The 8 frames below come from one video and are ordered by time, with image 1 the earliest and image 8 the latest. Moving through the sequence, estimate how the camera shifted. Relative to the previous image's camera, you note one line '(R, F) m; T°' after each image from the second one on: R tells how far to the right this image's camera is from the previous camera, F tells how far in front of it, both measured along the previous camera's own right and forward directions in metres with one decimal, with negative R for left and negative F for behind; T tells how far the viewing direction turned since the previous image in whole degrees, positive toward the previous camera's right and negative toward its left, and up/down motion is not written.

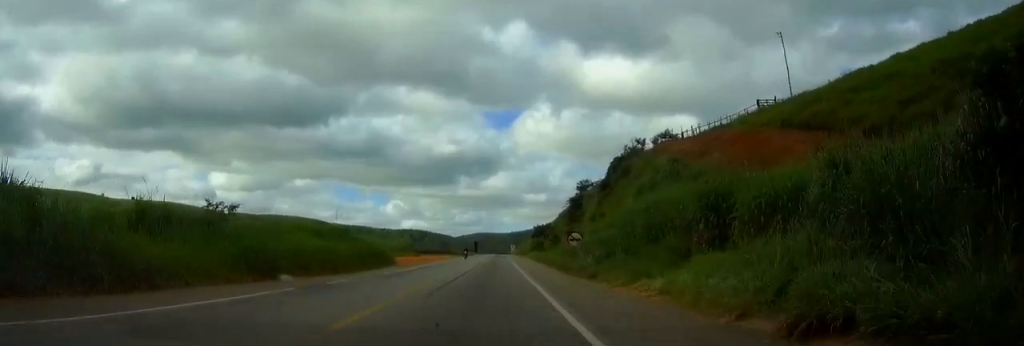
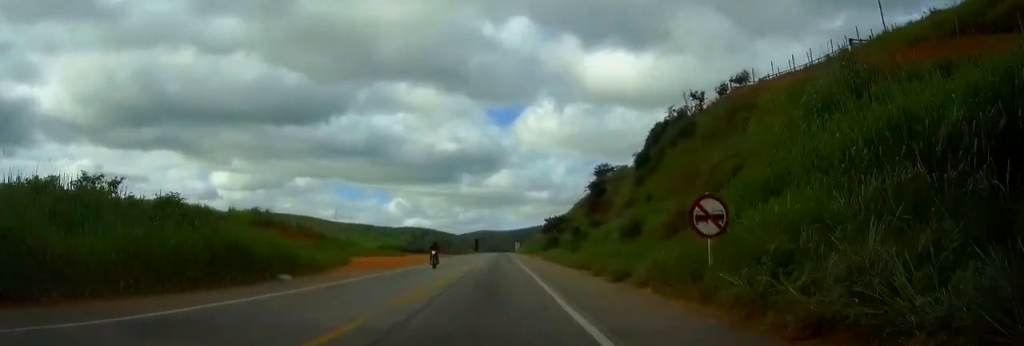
(0.0, +27.0) m; 0°
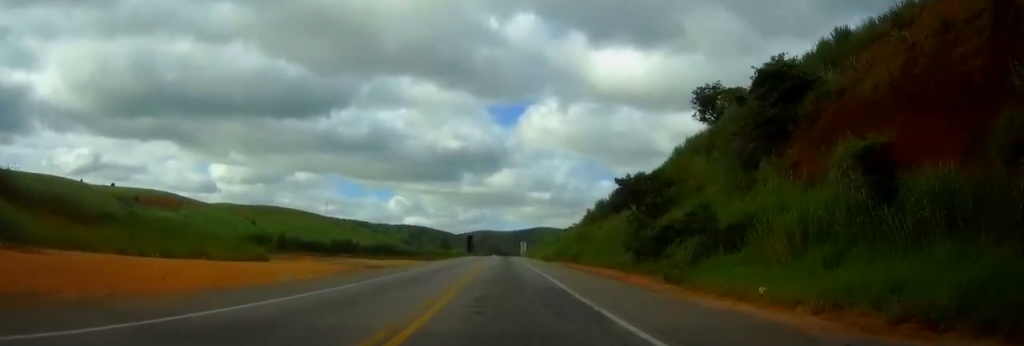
(0.0, +72.4) m; 0°
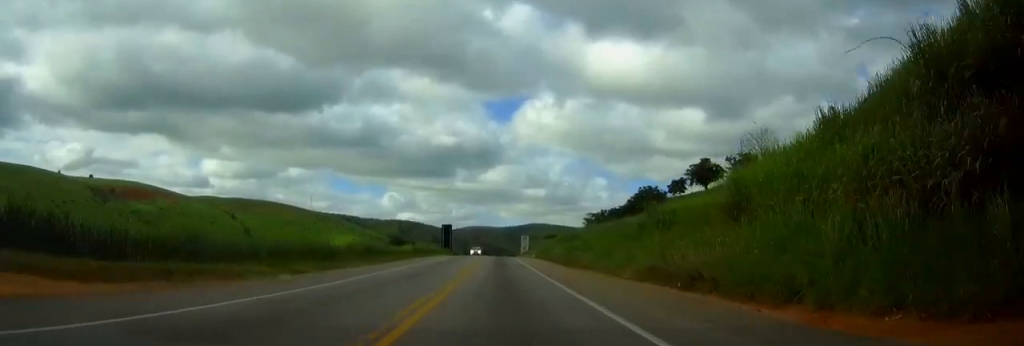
(+0.3, +64.5) m; 0°
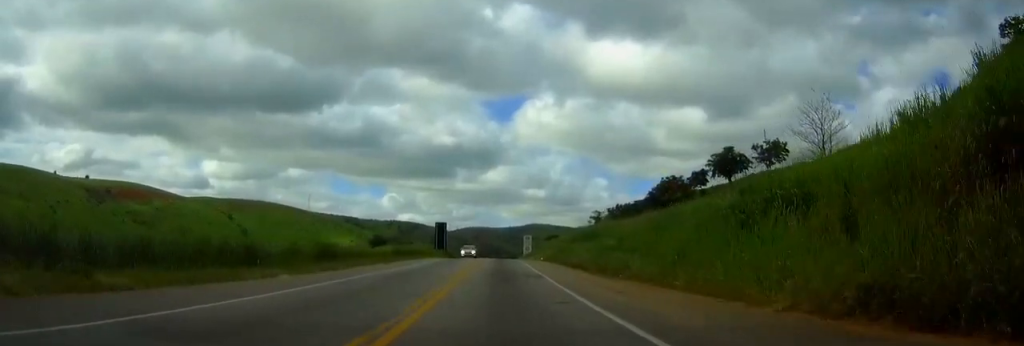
(0.0, +14.2) m; 0°
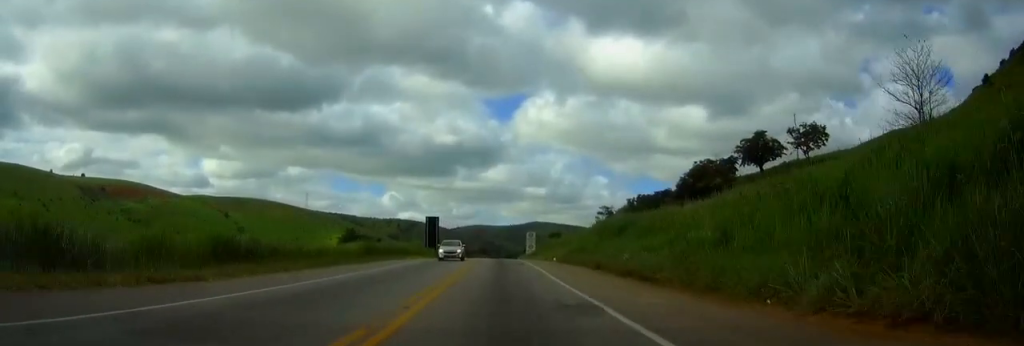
(0.0, +15.3) m; 0°
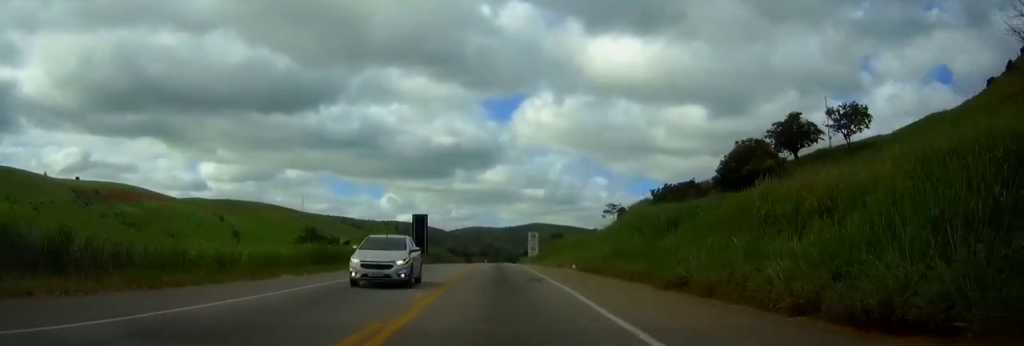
(0.0, +14.3) m; 0°
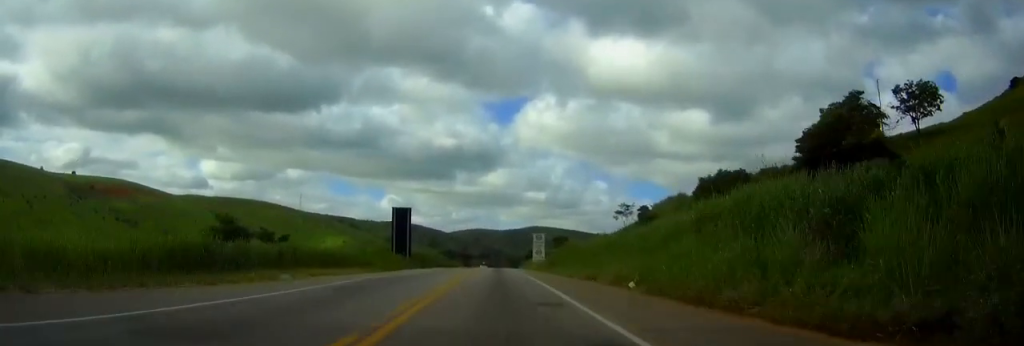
(0.0, +17.4) m; 0°
